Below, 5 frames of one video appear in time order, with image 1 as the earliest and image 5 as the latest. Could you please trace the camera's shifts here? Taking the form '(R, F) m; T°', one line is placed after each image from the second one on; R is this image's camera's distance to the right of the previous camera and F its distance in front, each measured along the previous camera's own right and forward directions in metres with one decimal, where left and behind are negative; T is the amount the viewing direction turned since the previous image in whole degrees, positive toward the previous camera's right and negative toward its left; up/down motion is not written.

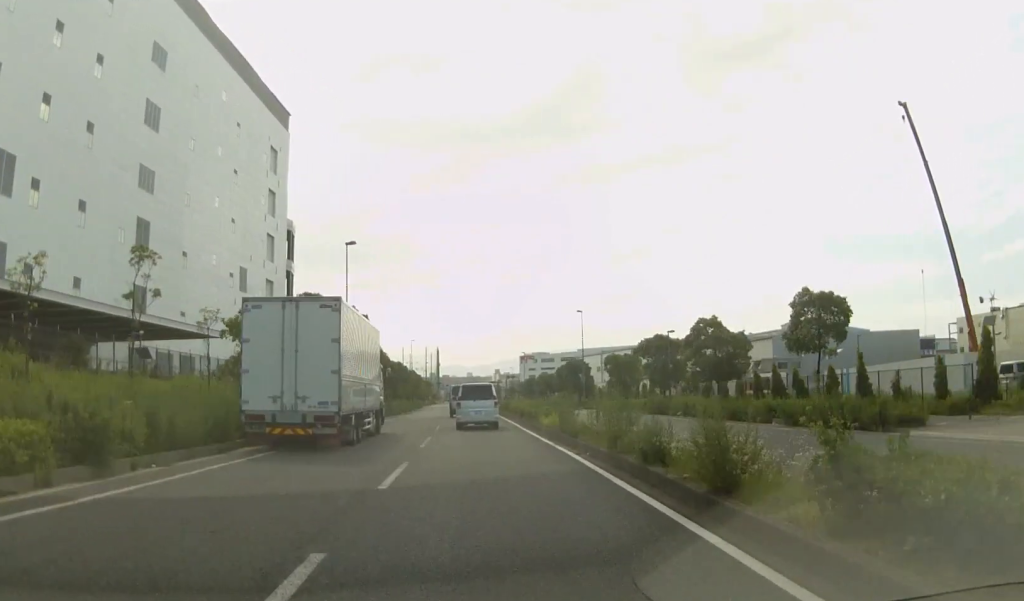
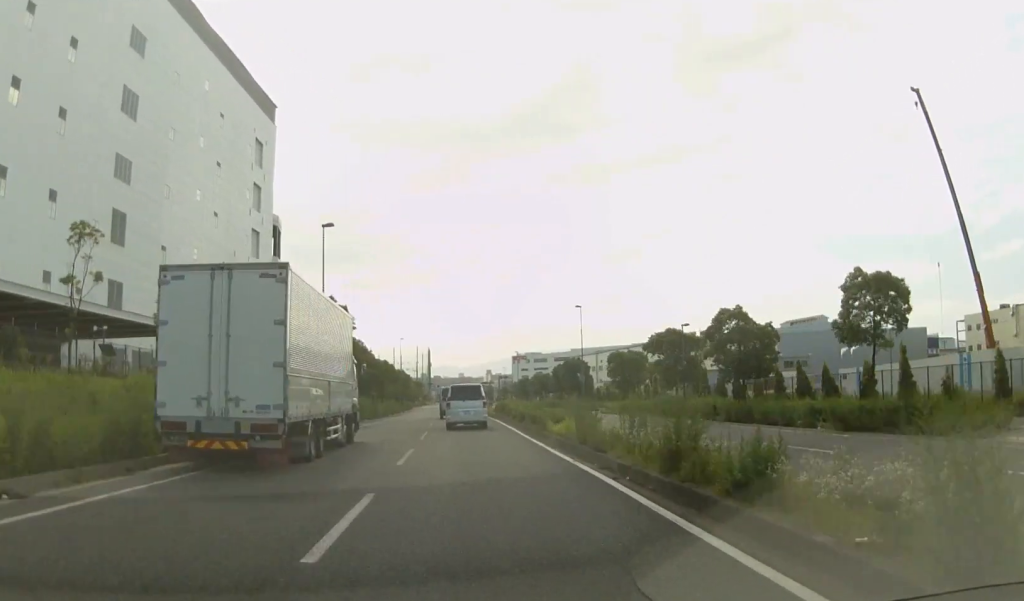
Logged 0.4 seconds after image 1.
(0.0, +5.2) m; +1°
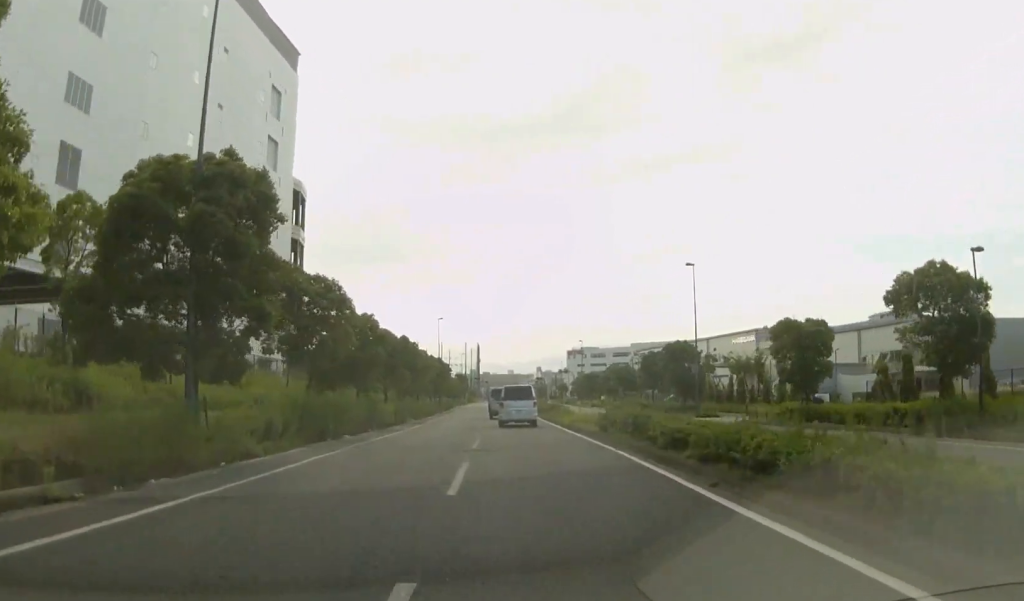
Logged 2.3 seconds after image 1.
(0.0, +25.5) m; -2°
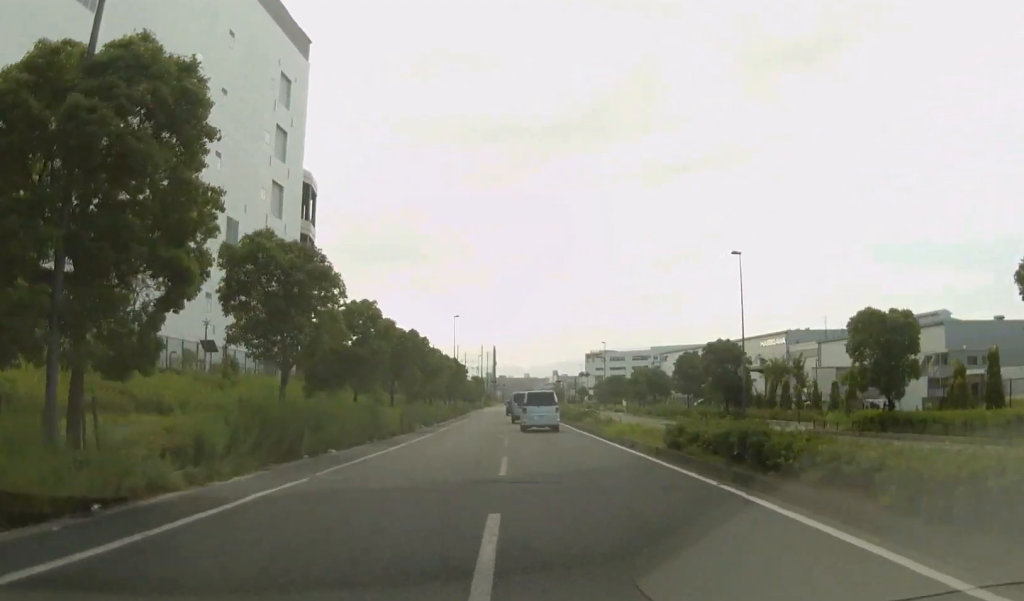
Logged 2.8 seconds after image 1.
(-0.1, +6.4) m; -1°
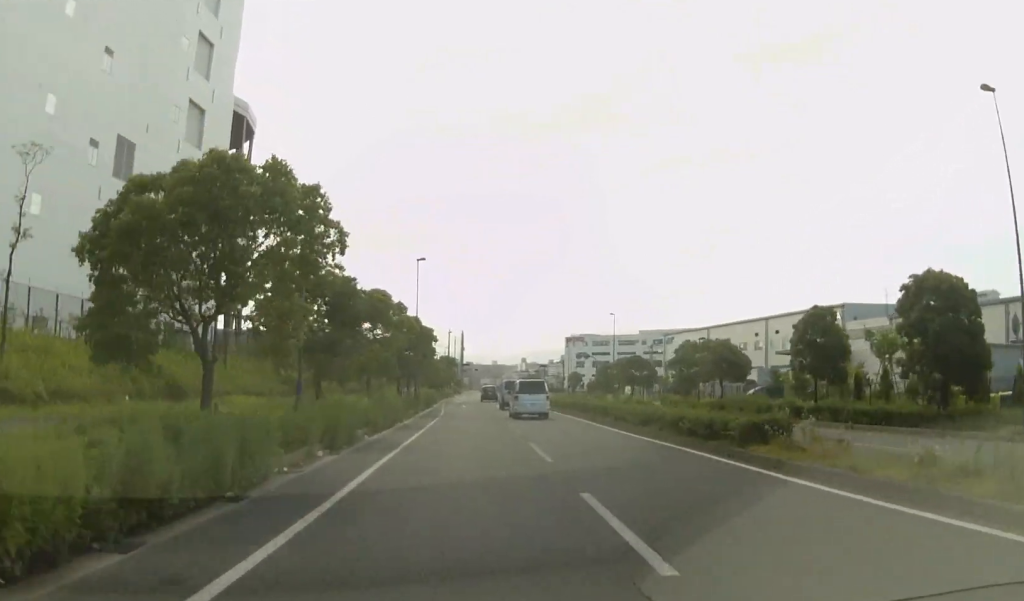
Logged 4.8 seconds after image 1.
(0.0, +28.3) m; 0°
